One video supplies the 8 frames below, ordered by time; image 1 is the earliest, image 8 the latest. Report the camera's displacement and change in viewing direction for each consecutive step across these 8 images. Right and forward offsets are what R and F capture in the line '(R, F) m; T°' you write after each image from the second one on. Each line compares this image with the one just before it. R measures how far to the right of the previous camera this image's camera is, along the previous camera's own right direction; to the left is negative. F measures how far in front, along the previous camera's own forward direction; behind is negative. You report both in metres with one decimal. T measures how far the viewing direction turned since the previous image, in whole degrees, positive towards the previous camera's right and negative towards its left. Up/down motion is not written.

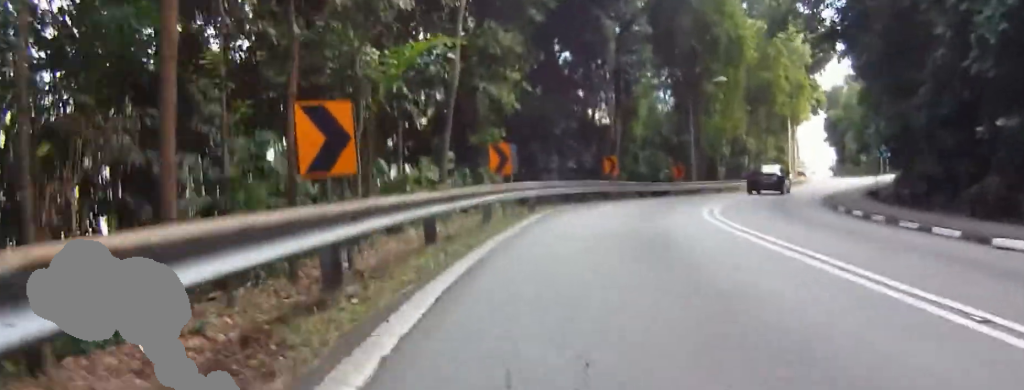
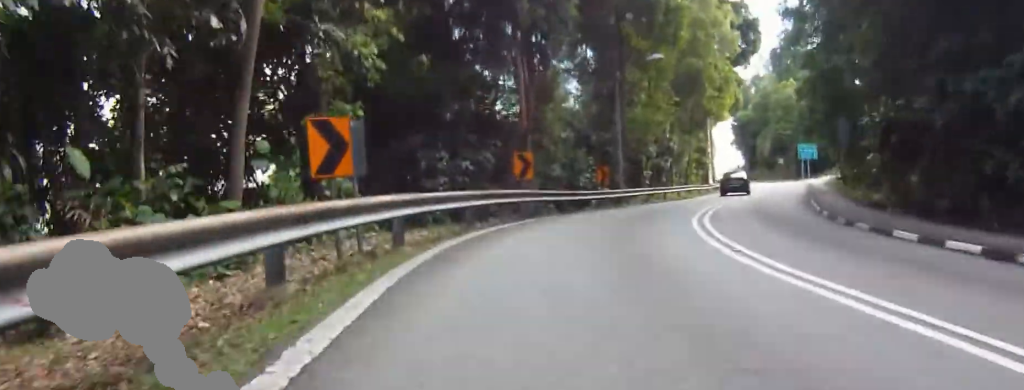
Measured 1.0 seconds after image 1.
(0.0, +7.3) m; 0°
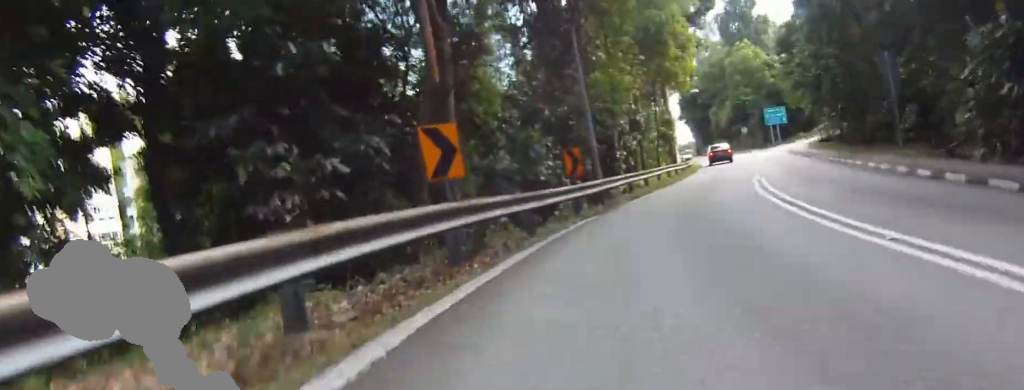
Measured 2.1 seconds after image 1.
(0.0, +8.4) m; +1°
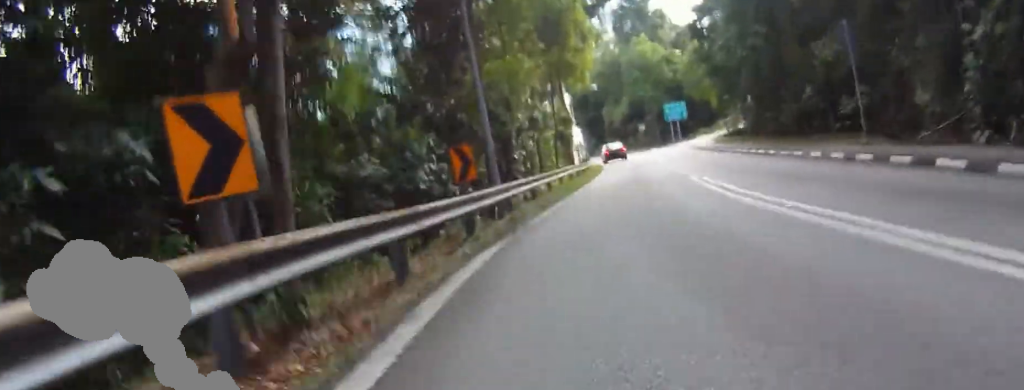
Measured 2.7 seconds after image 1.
(0.0, +4.1) m; +2°
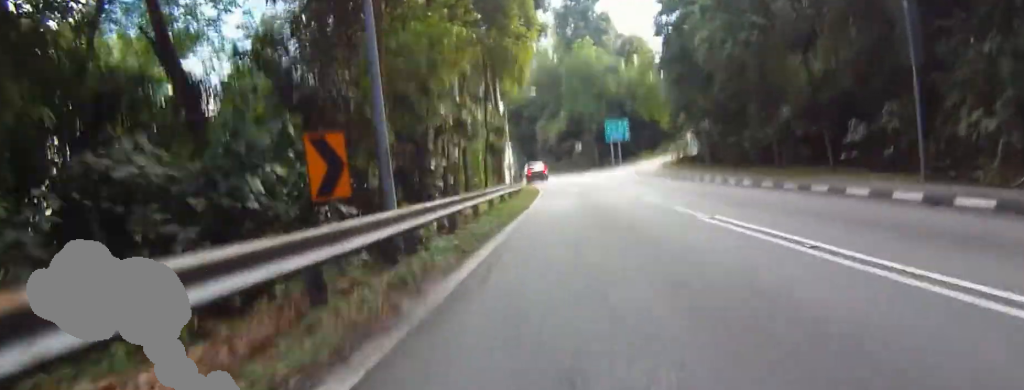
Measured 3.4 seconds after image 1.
(0.0, +5.1) m; +11°
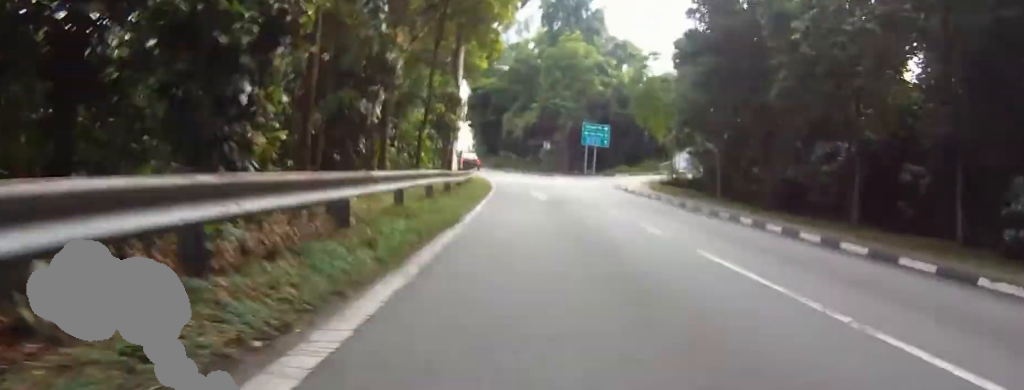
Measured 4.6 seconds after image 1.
(+1.6, +7.9) m; +23°
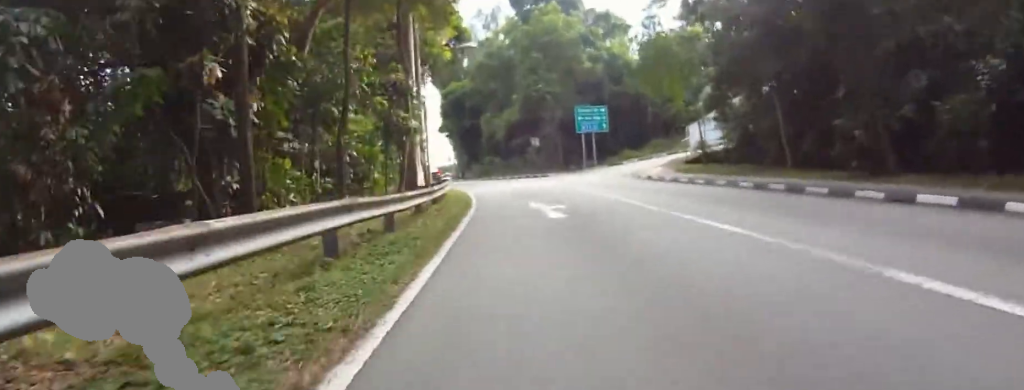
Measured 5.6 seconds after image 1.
(+1.0, +7.3) m; +8°
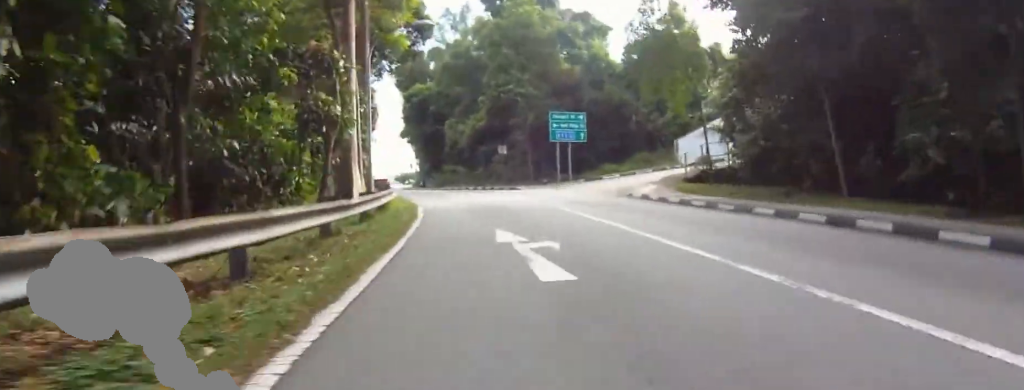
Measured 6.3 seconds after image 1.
(0.0, +4.5) m; 0°
